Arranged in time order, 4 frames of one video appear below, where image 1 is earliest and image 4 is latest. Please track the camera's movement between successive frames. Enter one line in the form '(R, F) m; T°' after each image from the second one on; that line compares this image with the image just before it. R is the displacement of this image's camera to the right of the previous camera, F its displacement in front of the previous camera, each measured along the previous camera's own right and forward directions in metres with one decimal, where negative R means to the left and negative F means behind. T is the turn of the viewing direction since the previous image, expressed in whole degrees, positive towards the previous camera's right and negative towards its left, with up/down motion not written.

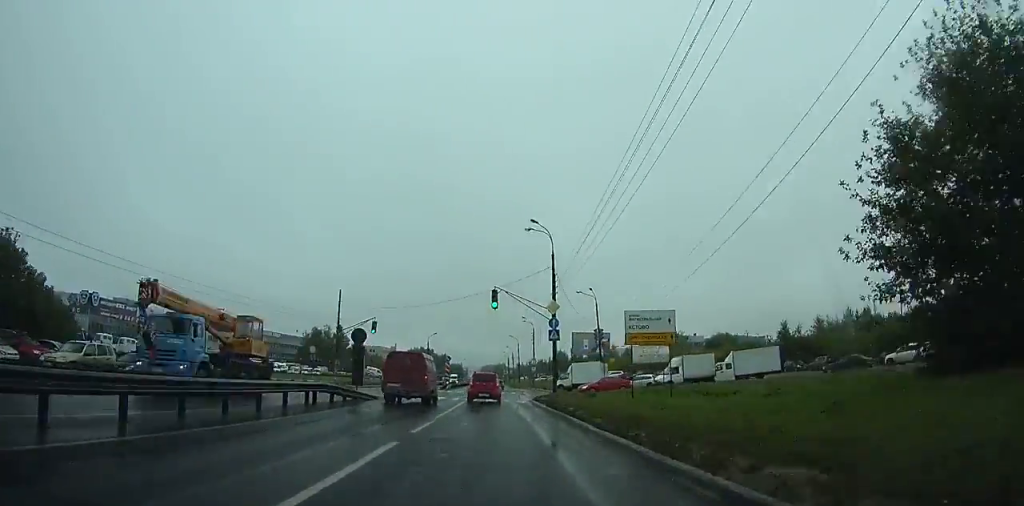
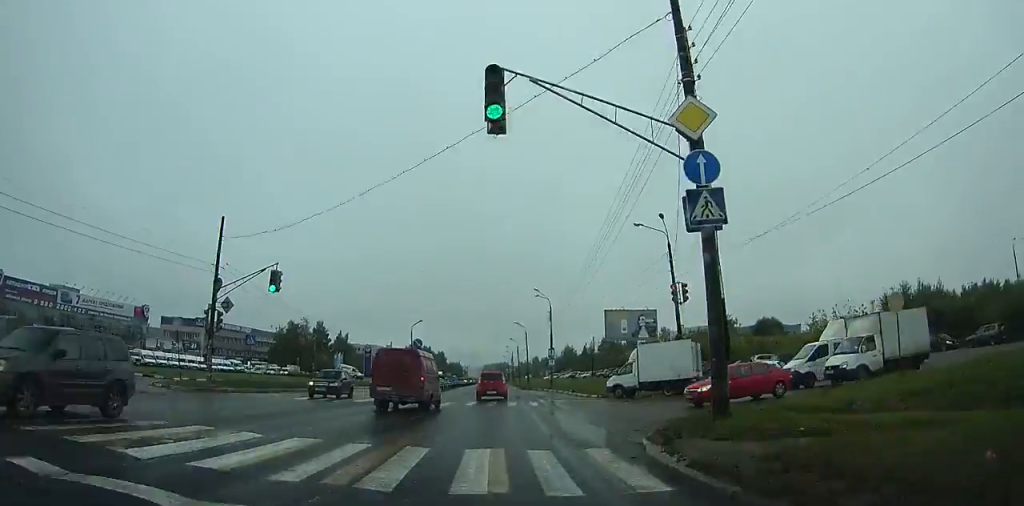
(+0.1, +27.1) m; 0°
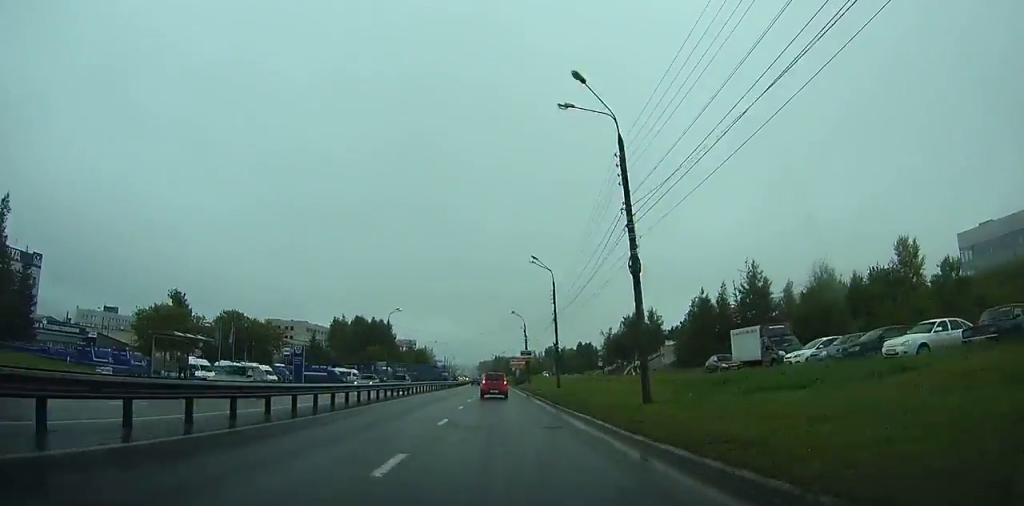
(+1.2, +151.7) m; 0°
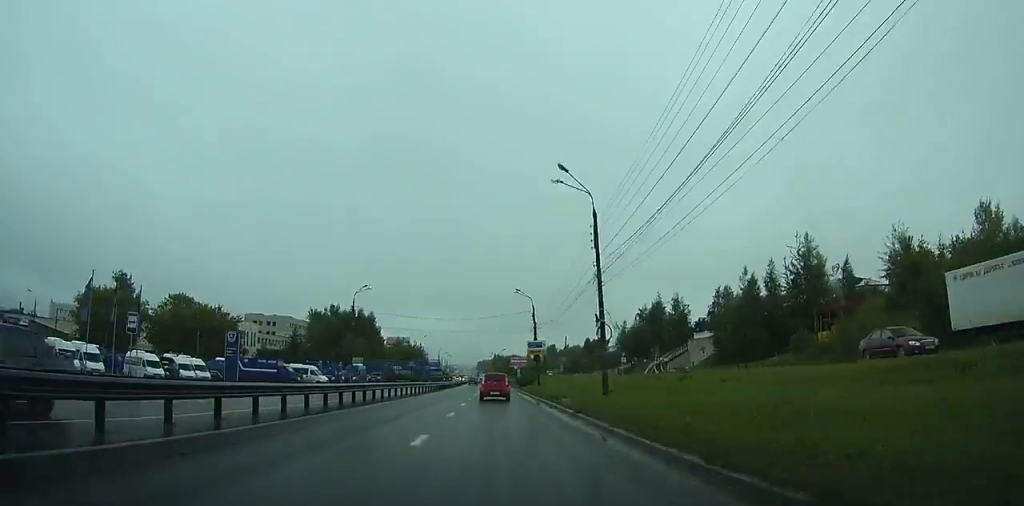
(-0.1, +22.1) m; 0°
